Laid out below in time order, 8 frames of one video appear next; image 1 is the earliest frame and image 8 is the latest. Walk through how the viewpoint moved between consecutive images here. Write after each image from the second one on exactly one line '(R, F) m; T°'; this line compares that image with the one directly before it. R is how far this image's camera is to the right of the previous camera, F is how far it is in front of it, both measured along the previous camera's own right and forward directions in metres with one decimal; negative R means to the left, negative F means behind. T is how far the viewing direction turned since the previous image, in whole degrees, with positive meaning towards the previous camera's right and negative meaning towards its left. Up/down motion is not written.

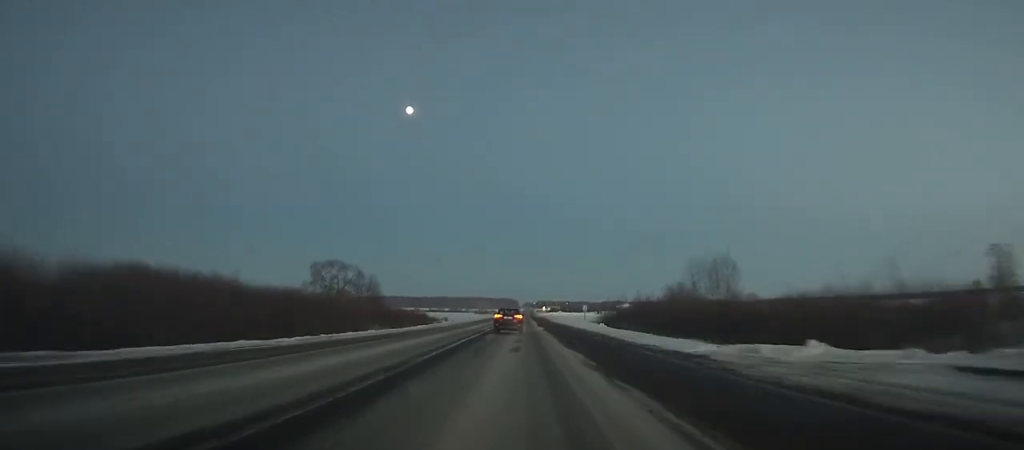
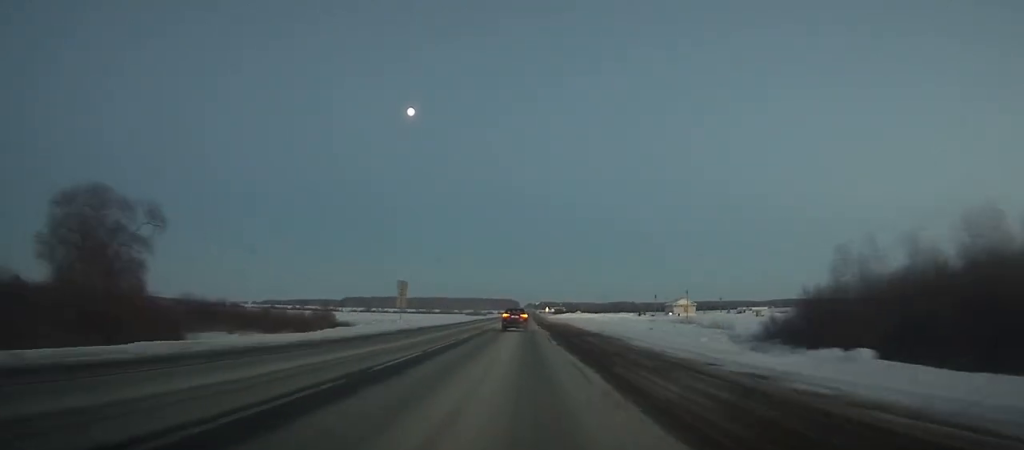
(0.0, +90.6) m; 0°
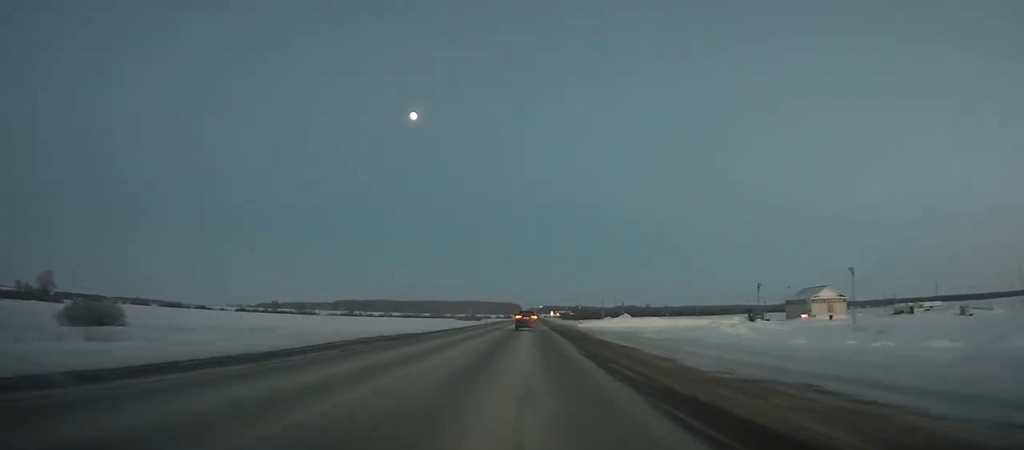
(-0.3, +80.0) m; 0°
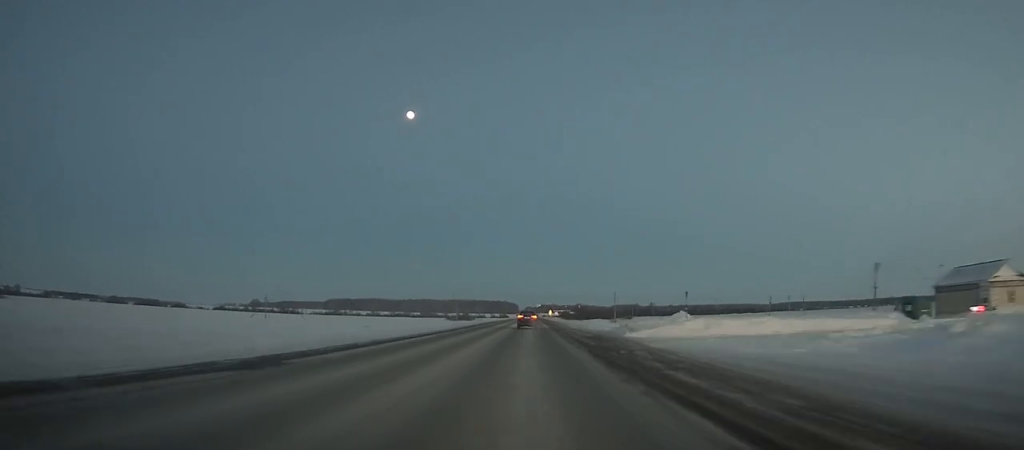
(0.0, +39.5) m; 0°
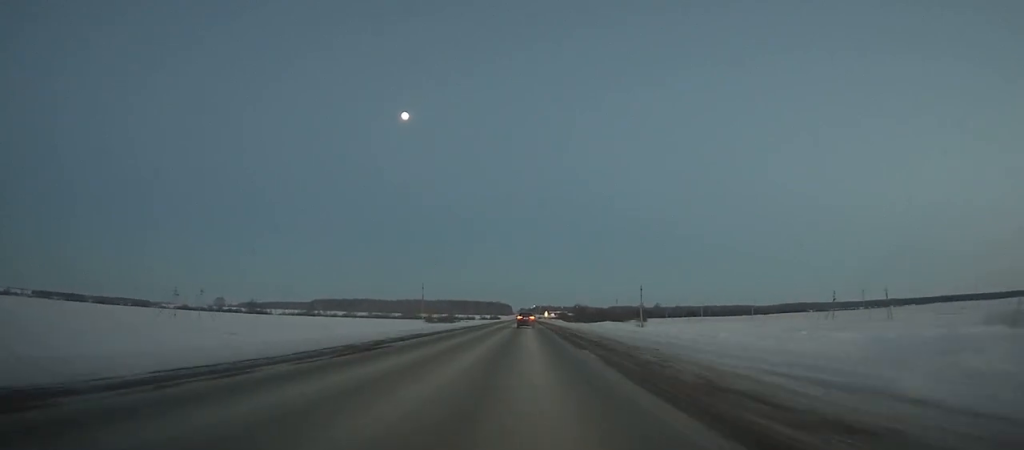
(+0.1, +55.0) m; 0°
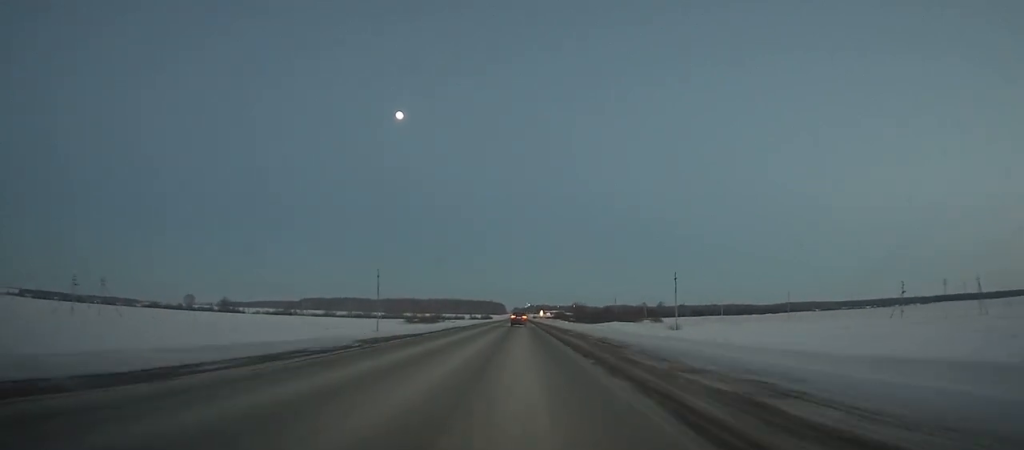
(+0.1, +38.9) m; 0°
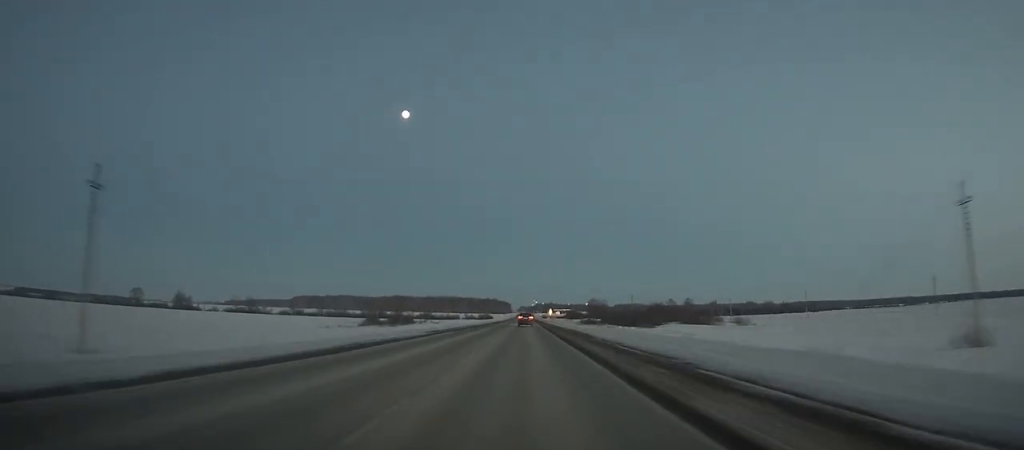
(+0.2, +74.2) m; 0°
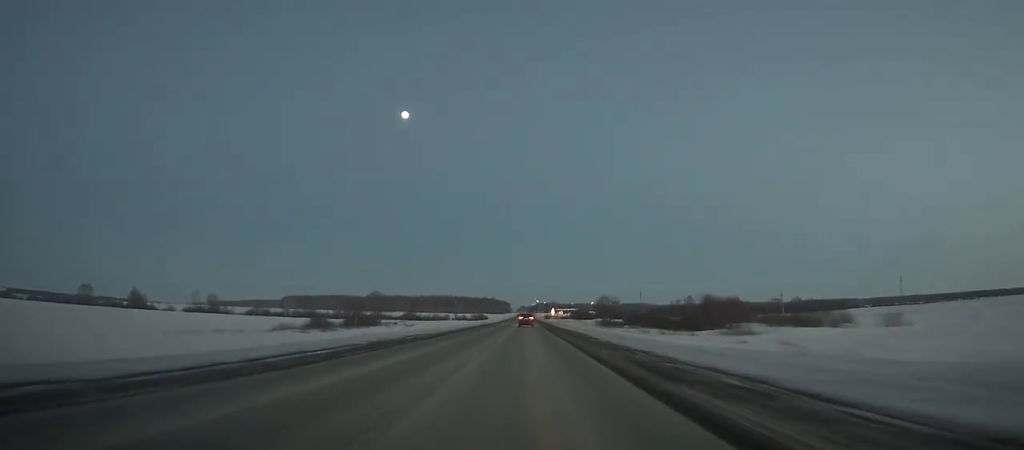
(-0.1, +51.7) m; 0°
